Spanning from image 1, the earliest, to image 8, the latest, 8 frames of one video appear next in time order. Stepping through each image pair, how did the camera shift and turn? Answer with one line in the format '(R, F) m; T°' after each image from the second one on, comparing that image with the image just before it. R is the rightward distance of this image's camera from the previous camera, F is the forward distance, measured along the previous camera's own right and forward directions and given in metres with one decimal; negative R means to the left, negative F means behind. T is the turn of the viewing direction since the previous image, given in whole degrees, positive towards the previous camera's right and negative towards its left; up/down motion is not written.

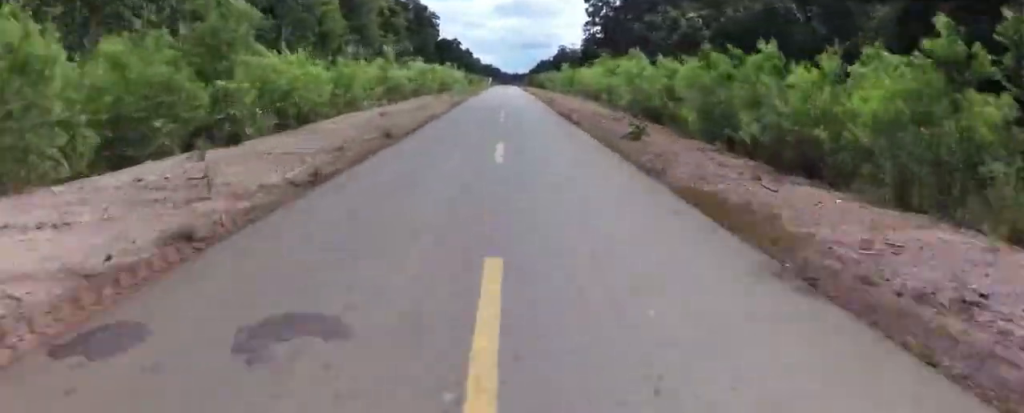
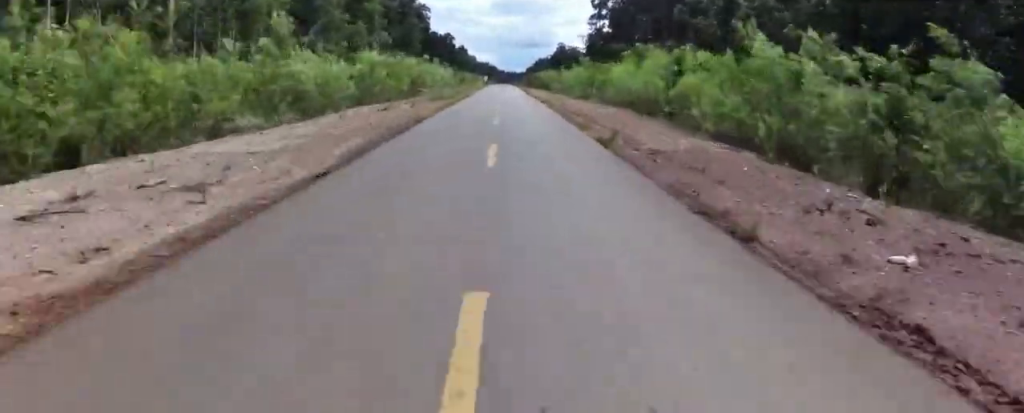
(-0.2, +16.8) m; -2°
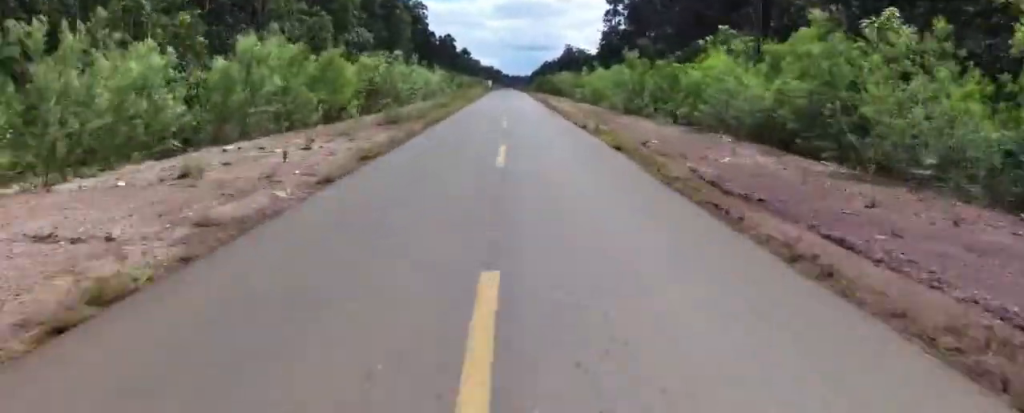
(-0.5, +16.5) m; +1°
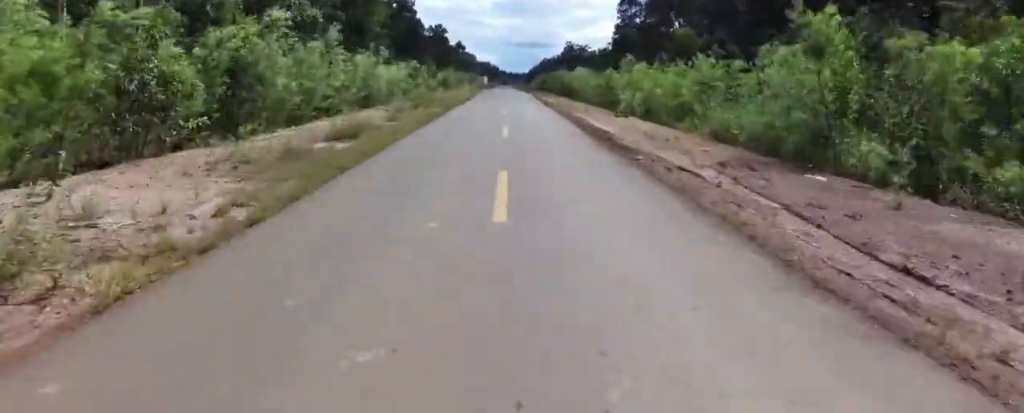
(+0.3, +18.8) m; +1°
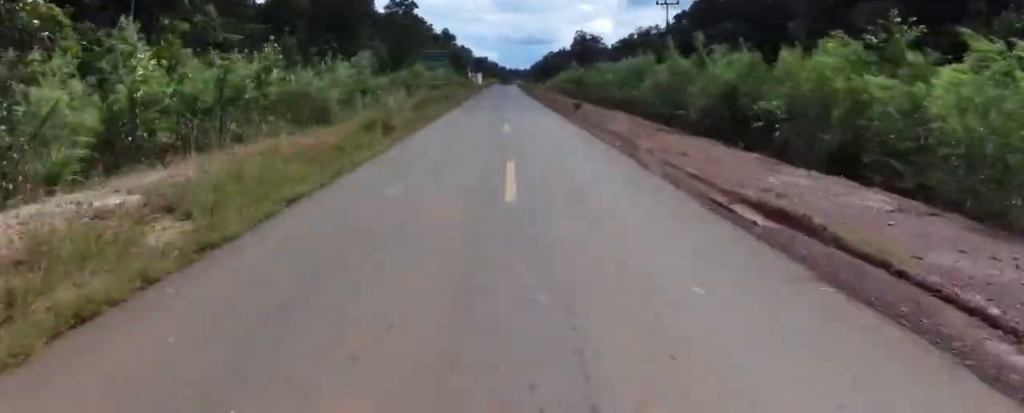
(+0.4, +54.9) m; 0°
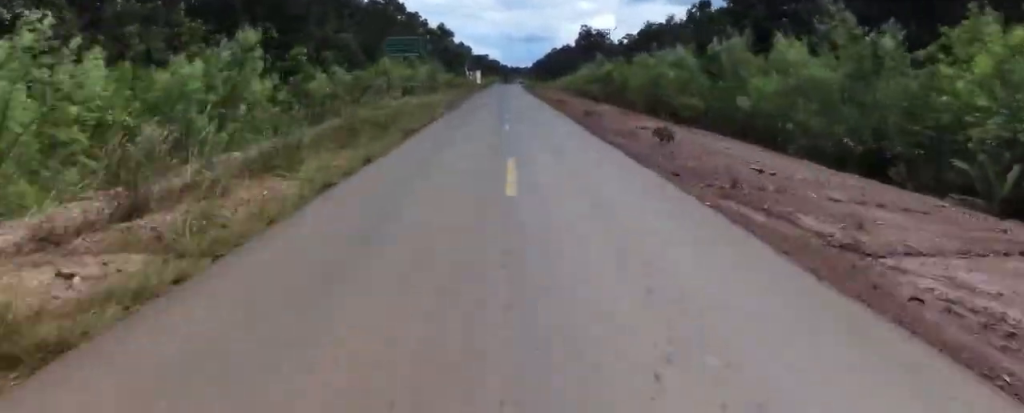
(-0.1, +16.5) m; +1°
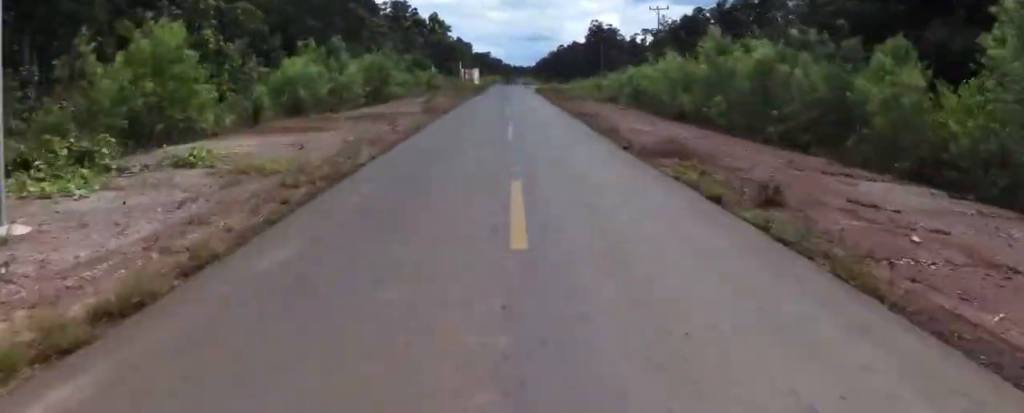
(+0.4, +26.6) m; +2°
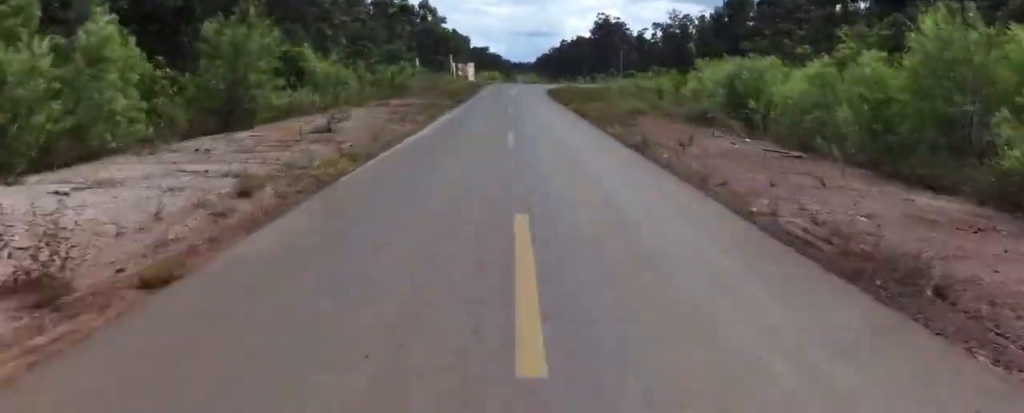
(+0.3, +17.4) m; -2°
